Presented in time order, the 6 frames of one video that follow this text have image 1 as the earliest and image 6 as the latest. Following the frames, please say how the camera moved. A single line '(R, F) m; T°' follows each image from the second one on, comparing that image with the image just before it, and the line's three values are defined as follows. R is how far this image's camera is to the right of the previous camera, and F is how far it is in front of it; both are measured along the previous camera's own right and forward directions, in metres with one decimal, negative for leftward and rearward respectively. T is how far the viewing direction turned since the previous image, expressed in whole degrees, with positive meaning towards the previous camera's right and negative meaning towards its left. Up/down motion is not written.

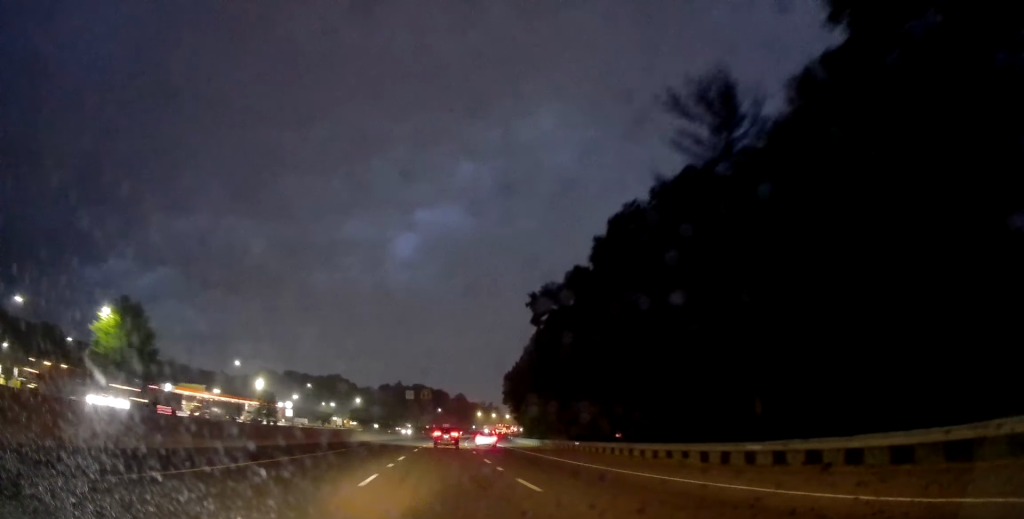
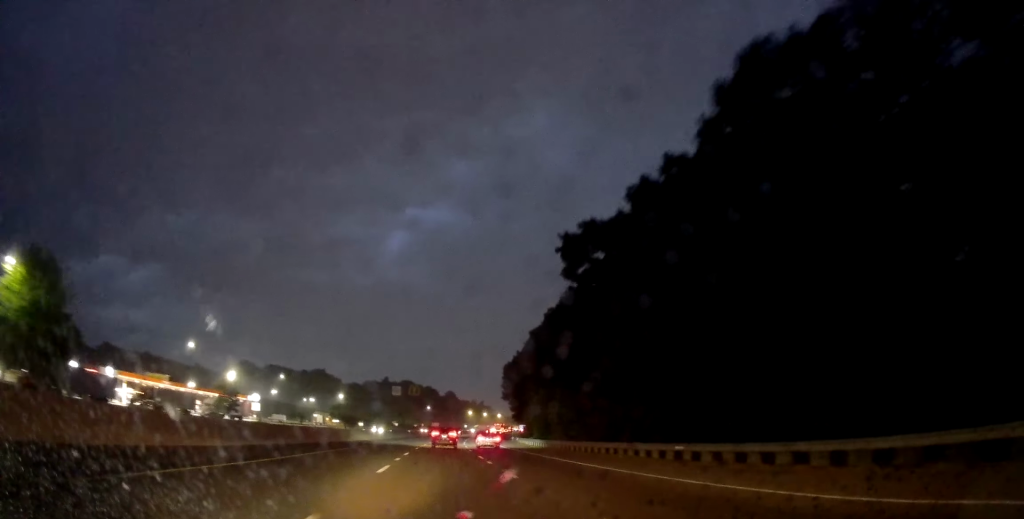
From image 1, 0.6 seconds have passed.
(+0.1, +20.3) m; +1°
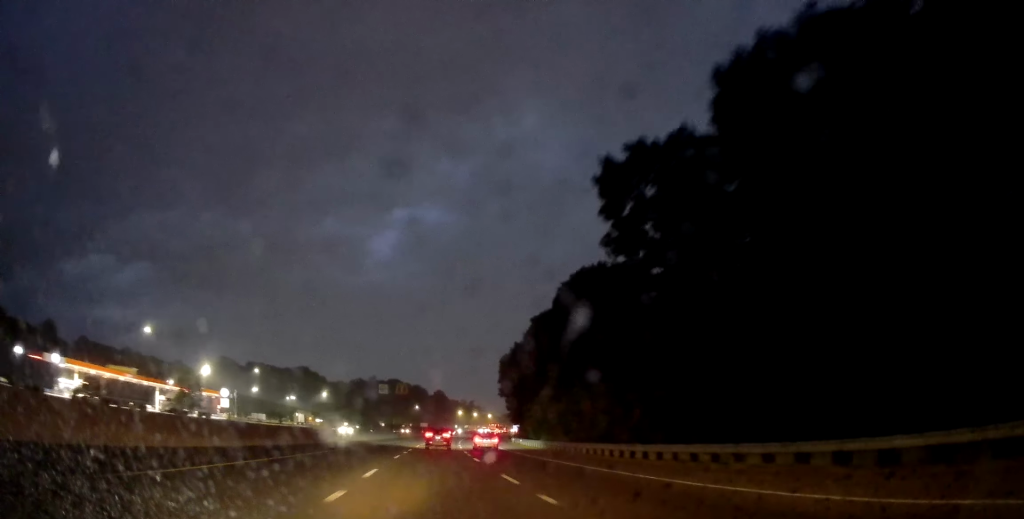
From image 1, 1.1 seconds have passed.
(-0.1, +13.9) m; +1°
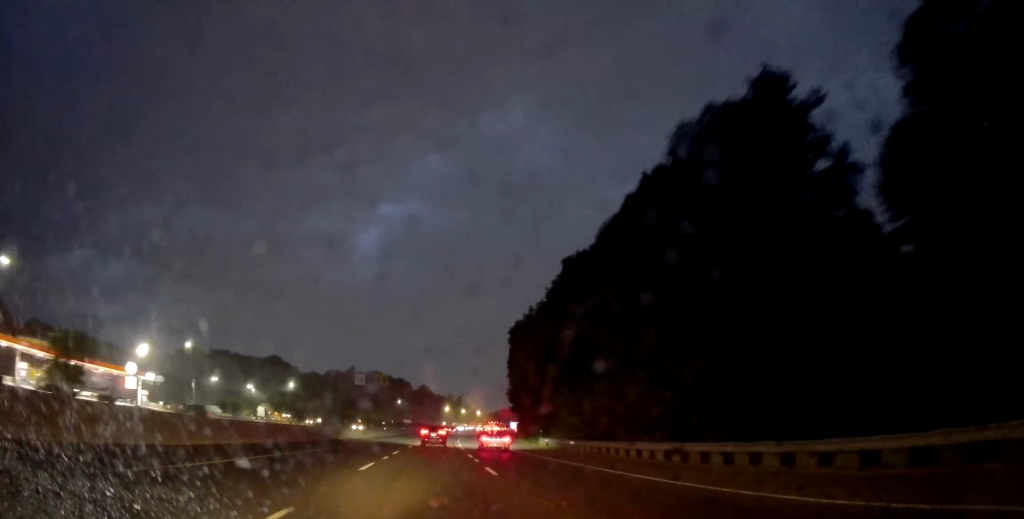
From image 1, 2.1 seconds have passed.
(+0.6, +34.1) m; +2°
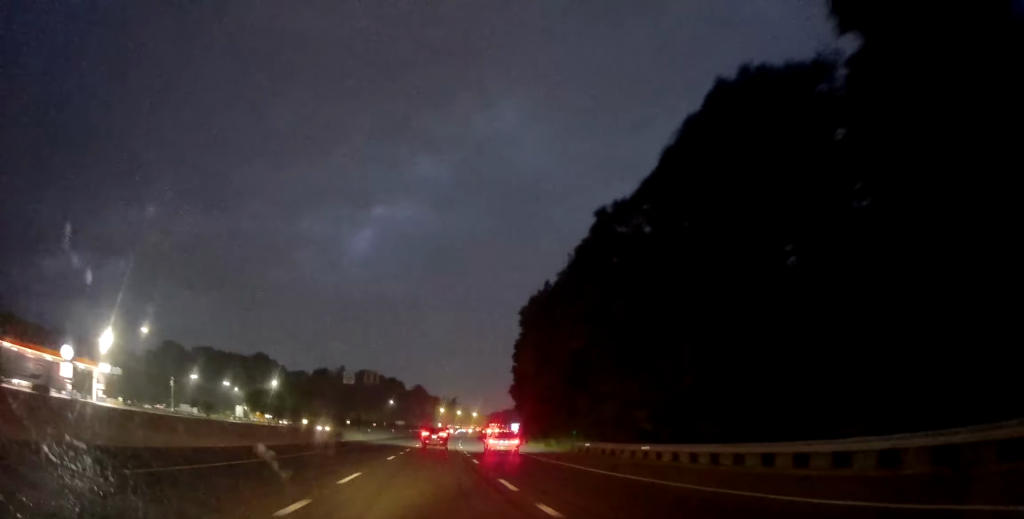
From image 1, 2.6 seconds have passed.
(+0.3, +16.0) m; +1°
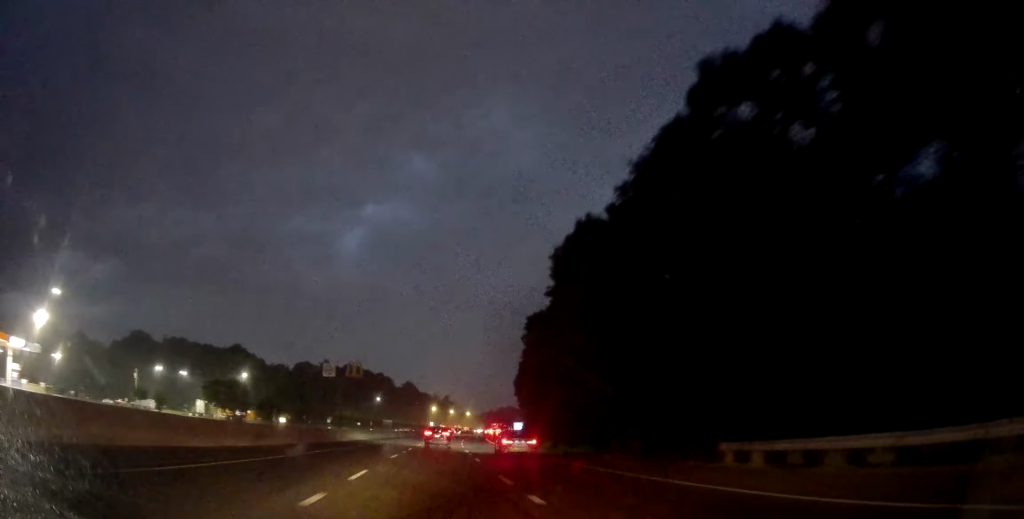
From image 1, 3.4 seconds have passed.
(+0.3, +23.3) m; +1°
